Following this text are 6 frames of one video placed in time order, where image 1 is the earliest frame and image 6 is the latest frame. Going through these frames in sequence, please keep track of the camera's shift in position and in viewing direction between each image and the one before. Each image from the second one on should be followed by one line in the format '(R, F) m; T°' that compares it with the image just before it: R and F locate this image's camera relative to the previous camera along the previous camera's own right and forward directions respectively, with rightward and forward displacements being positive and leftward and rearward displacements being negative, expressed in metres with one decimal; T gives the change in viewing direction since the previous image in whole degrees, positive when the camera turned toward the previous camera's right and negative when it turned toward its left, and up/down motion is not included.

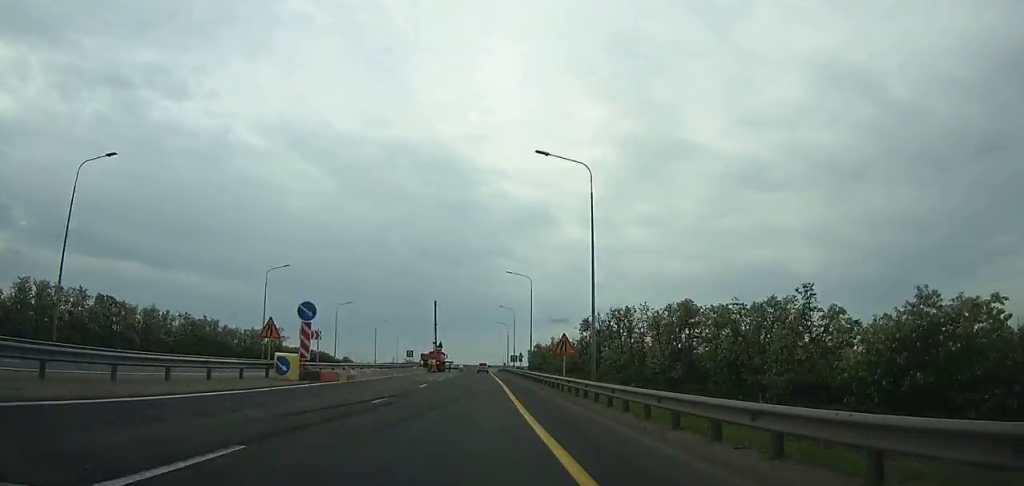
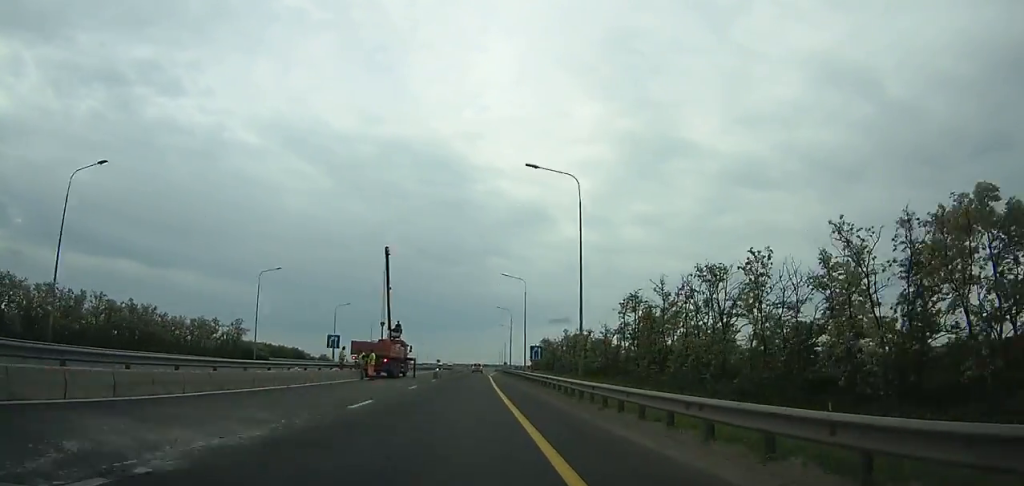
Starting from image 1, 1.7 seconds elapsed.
(+0.3, +38.9) m; 0°
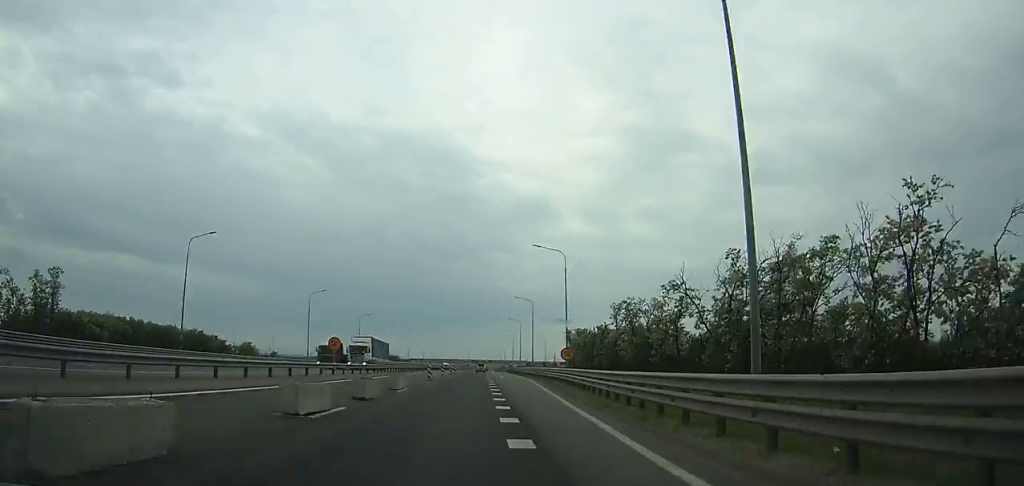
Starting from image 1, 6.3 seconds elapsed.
(+0.1, +101.1) m; 0°
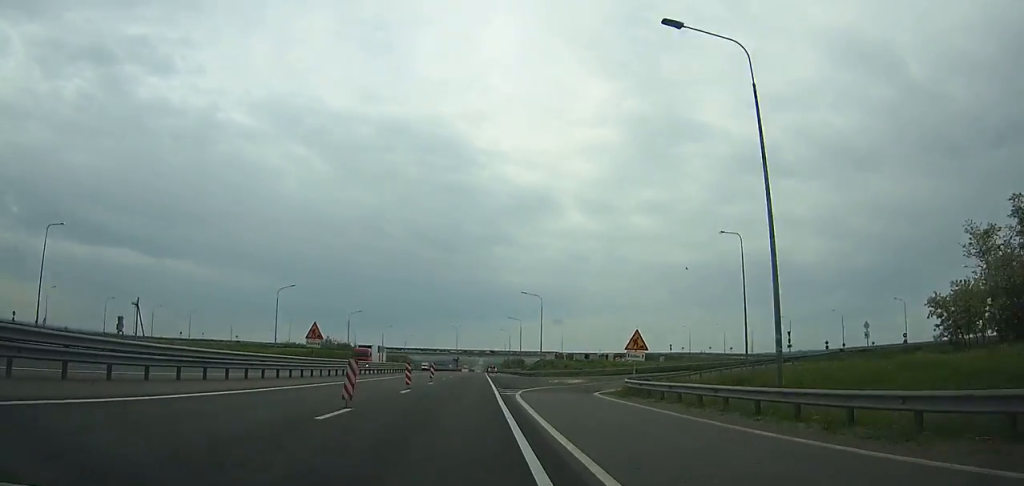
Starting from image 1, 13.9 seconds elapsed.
(-0.3, +155.9) m; 0°
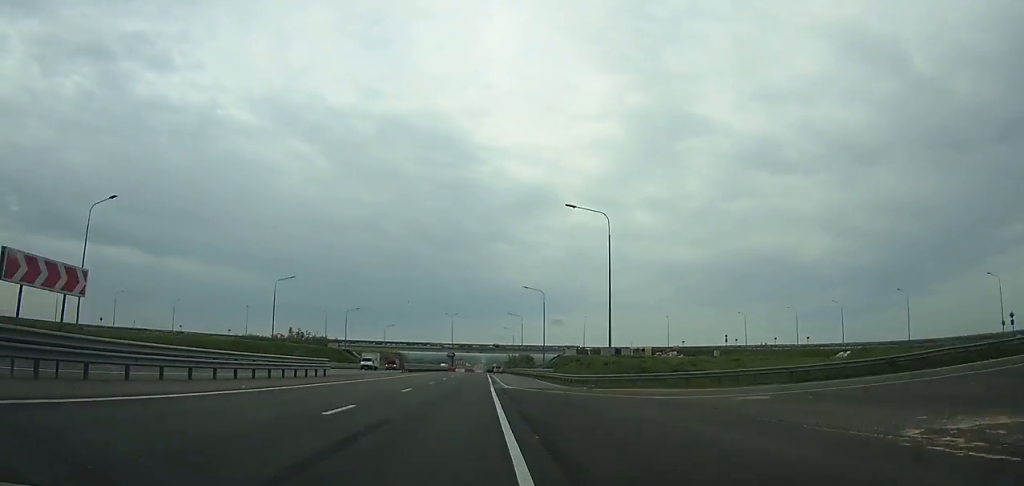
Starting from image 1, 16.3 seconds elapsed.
(+0.1, +47.0) m; 0°
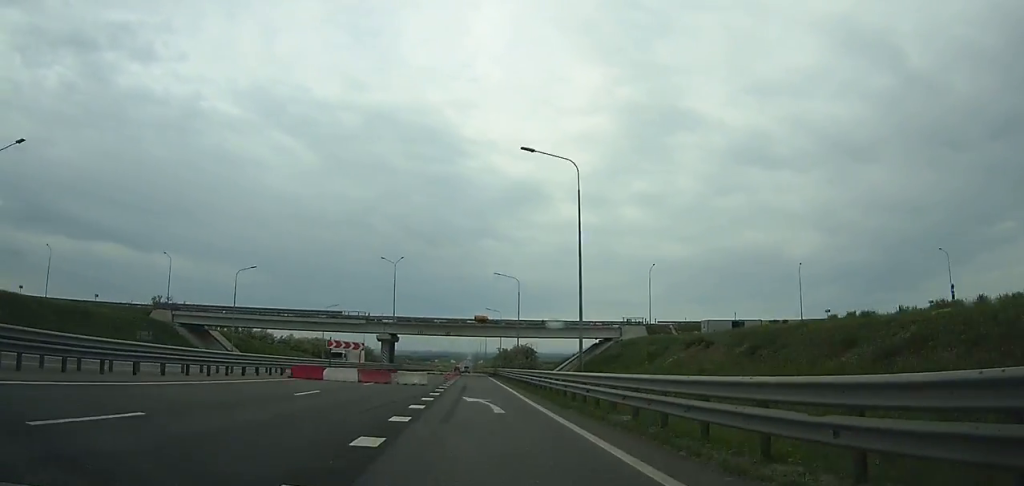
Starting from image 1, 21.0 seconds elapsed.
(+0.7, +90.9) m; 0°
